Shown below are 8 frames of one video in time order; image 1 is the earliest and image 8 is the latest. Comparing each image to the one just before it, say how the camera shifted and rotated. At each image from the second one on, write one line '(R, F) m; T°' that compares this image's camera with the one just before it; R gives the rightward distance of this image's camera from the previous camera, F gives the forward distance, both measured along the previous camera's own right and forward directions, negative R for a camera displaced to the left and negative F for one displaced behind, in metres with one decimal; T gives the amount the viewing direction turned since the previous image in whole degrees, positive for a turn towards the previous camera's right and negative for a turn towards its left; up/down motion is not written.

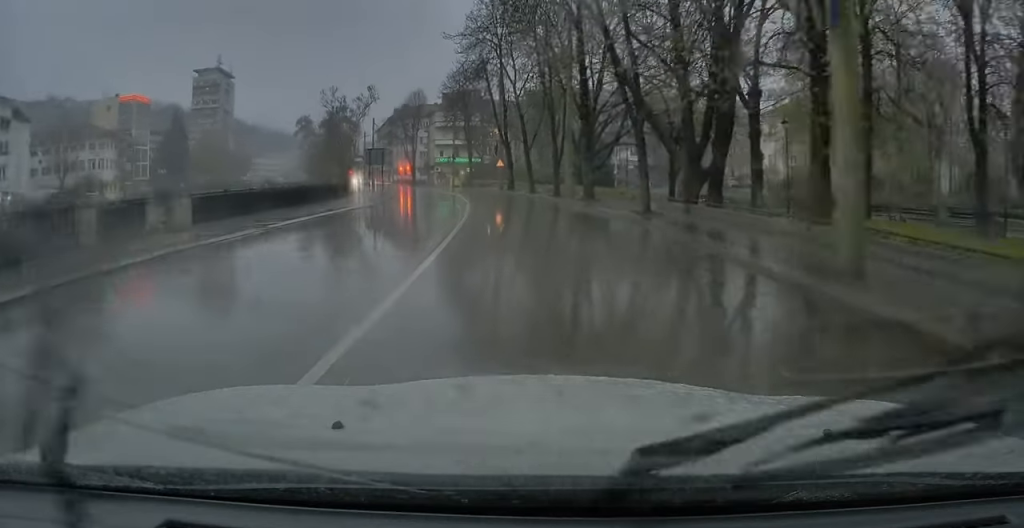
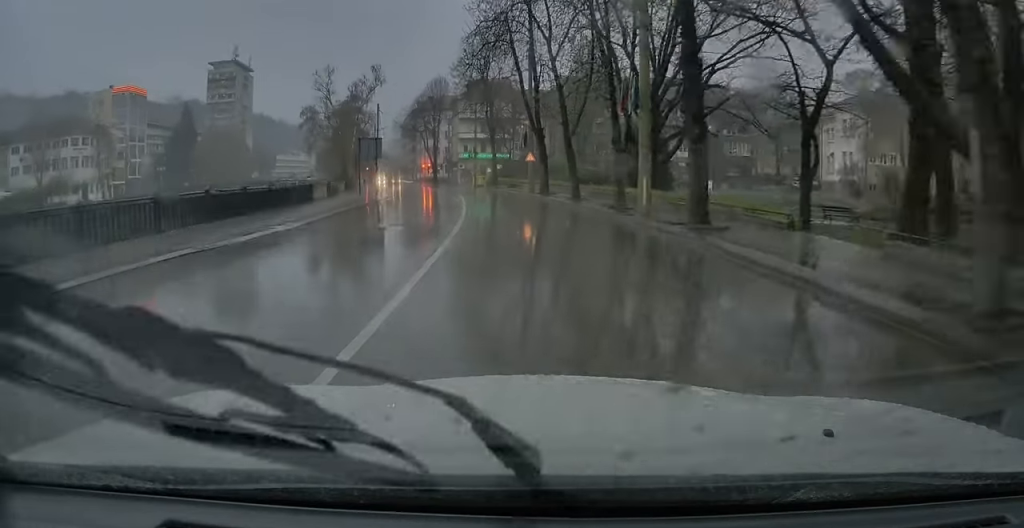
(-0.5, +14.4) m; -3°
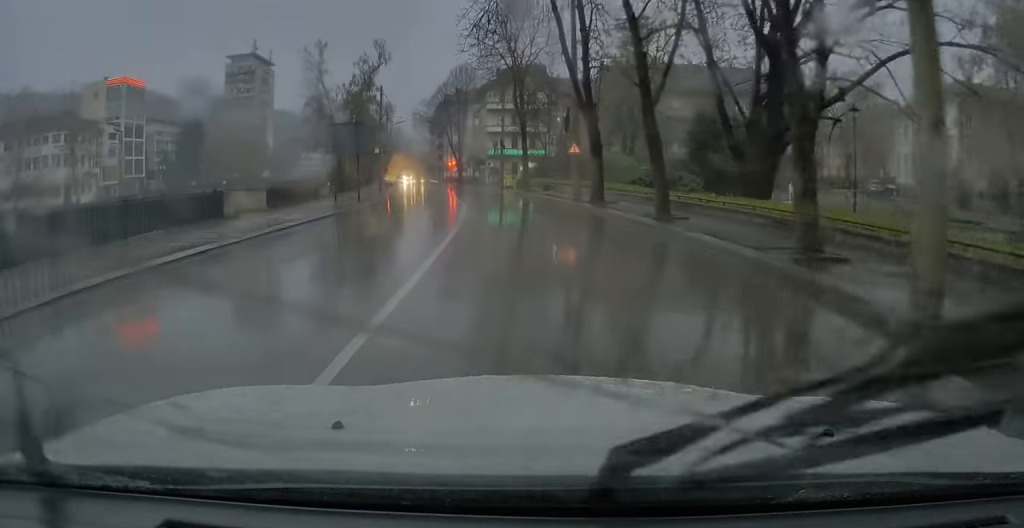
(-0.3, +13.5) m; -2°
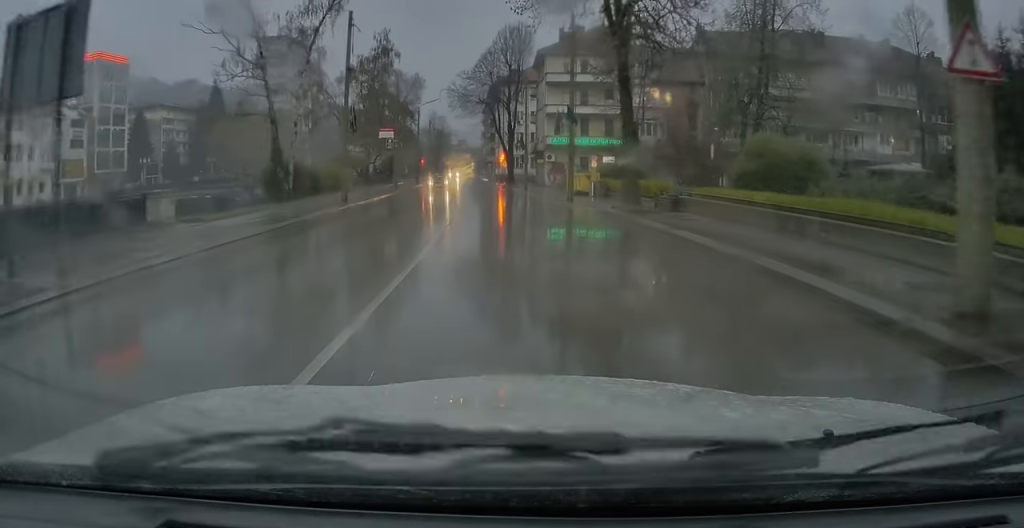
(-0.6, +25.9) m; -4°
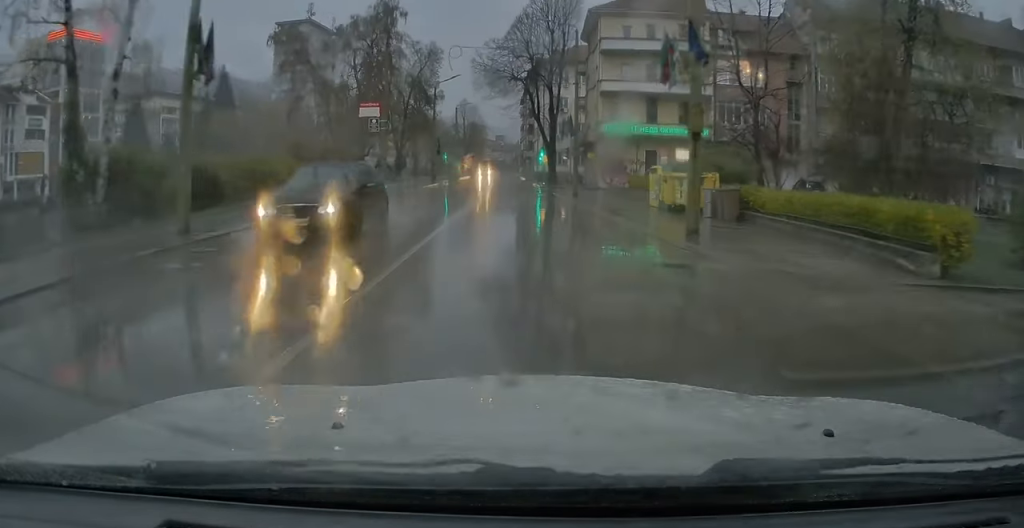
(-0.8, +17.6) m; -4°
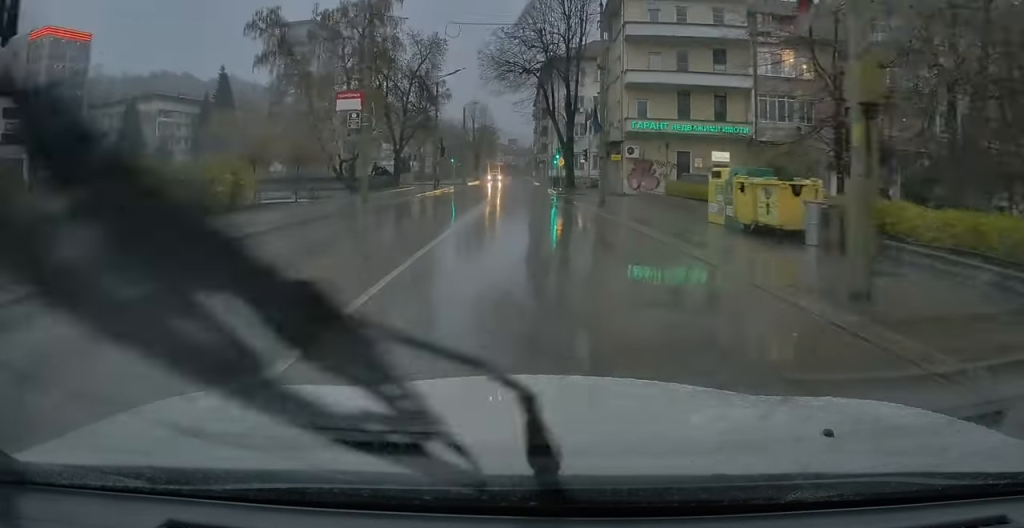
(-0.1, +6.7) m; -1°
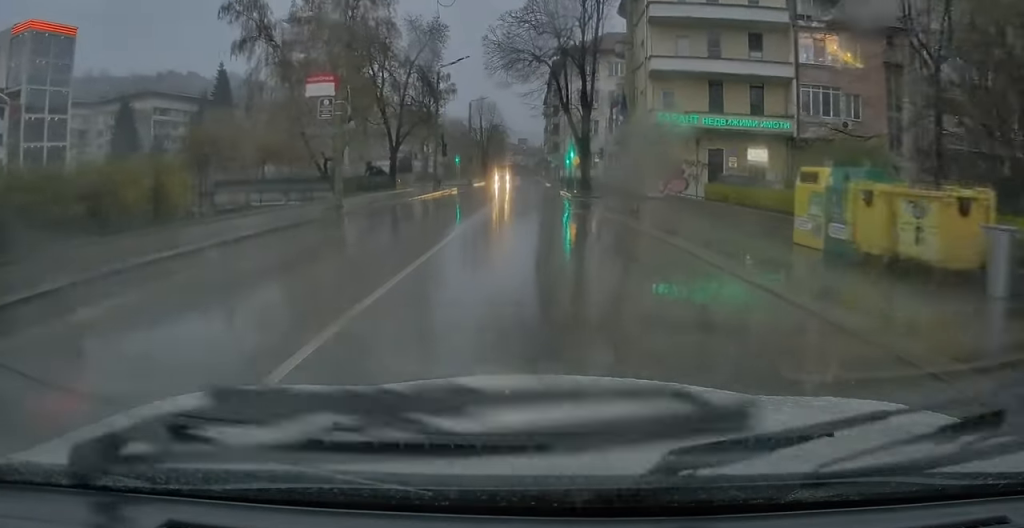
(0.0, +5.6) m; -1°
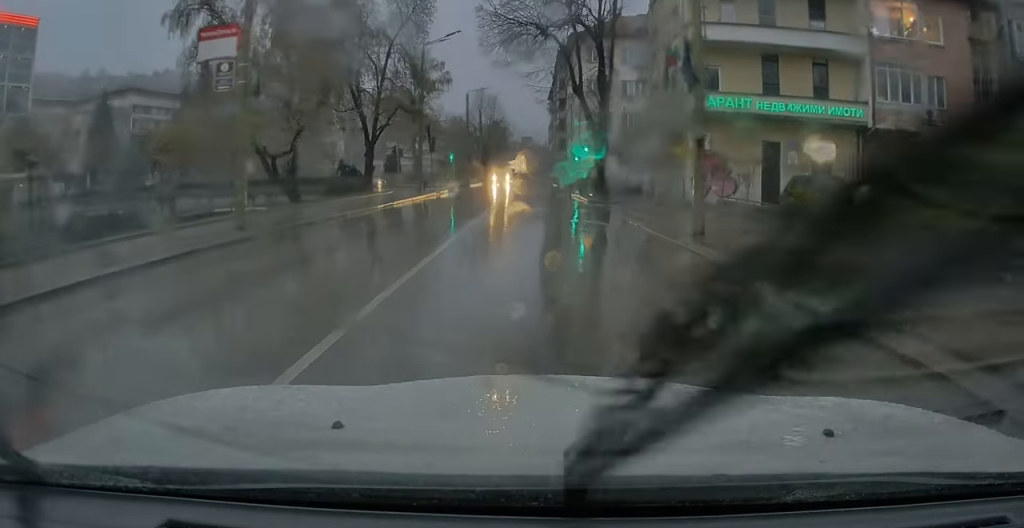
(-0.1, +8.8) m; -1°
